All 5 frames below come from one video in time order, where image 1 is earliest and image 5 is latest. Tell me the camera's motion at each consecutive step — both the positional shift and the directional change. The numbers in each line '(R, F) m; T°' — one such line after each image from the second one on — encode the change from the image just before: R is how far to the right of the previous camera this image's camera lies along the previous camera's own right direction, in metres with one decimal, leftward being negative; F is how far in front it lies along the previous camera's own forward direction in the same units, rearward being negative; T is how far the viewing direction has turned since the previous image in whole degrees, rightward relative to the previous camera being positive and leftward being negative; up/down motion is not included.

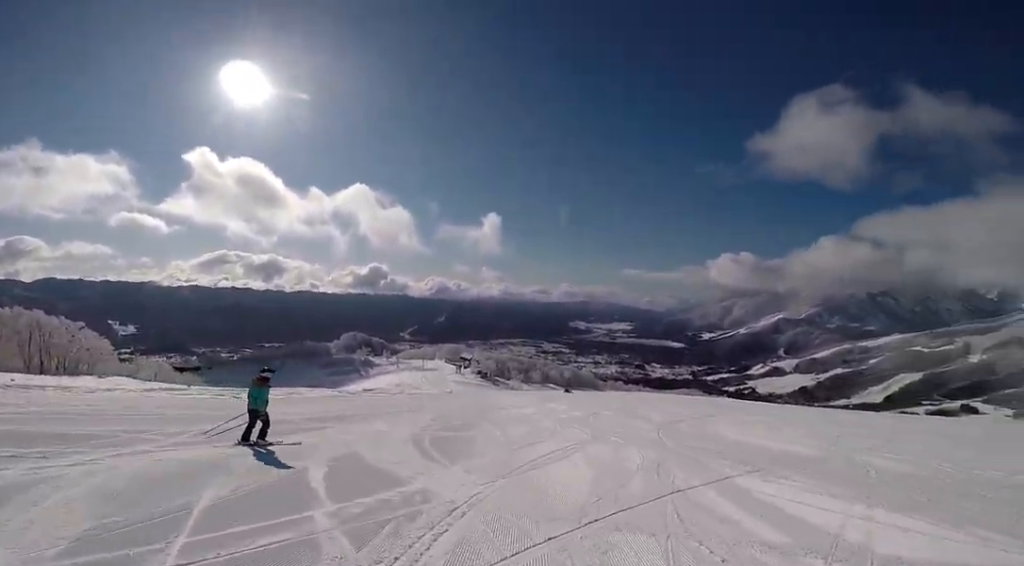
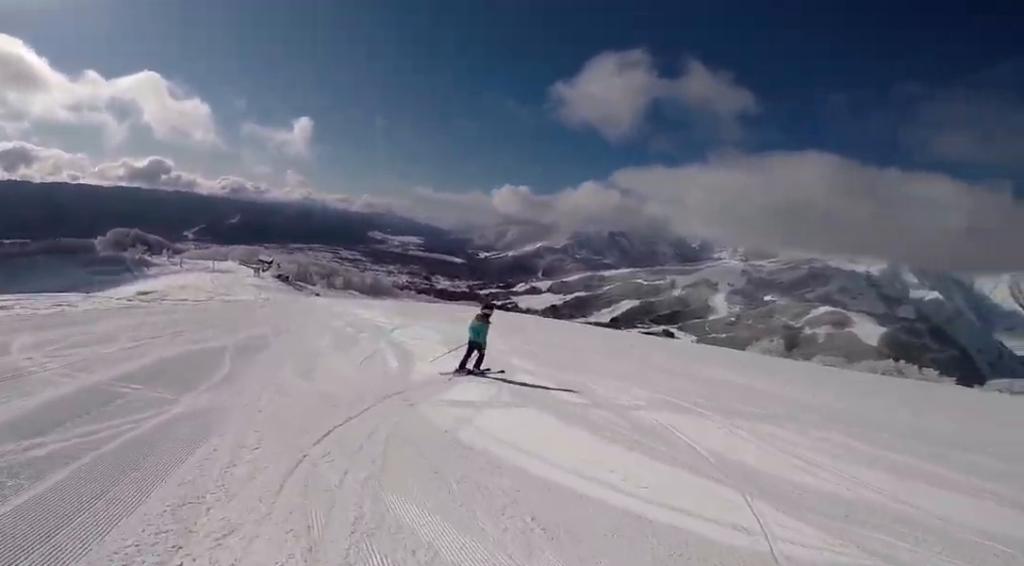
(+4.2, +5.6) m; +57°
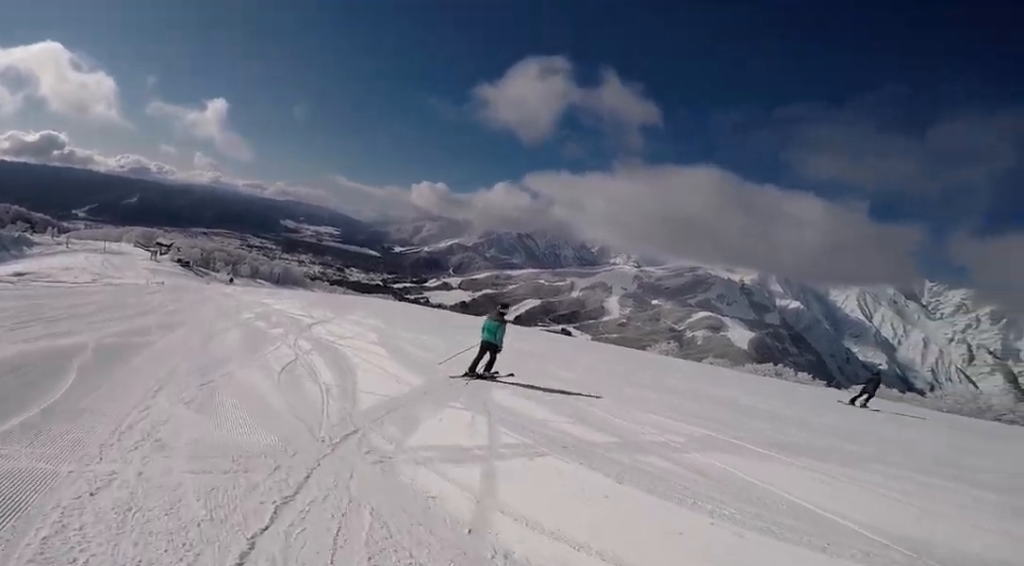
(0.0, +2.5) m; +3°
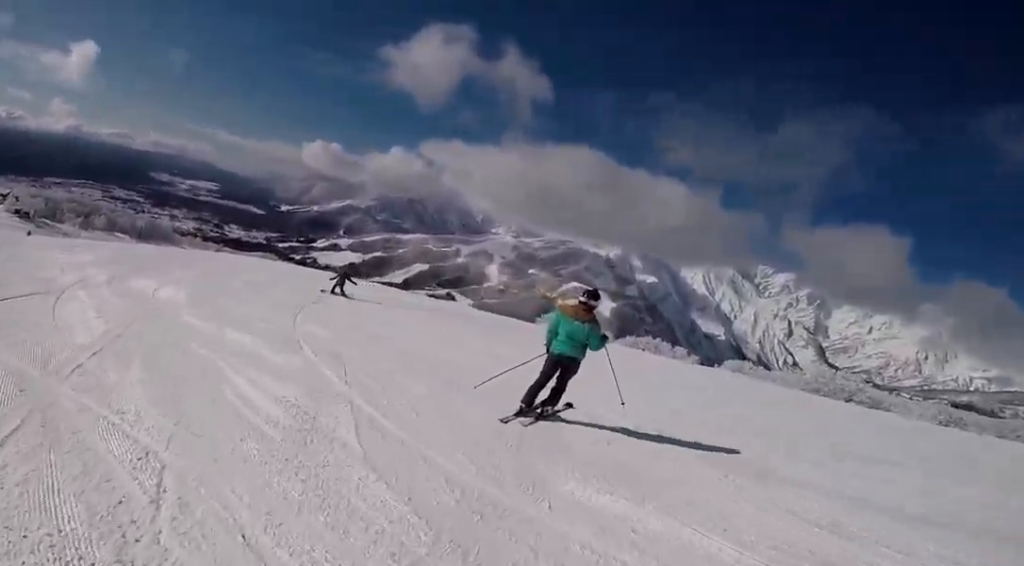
(+1.9, +7.9) m; +9°
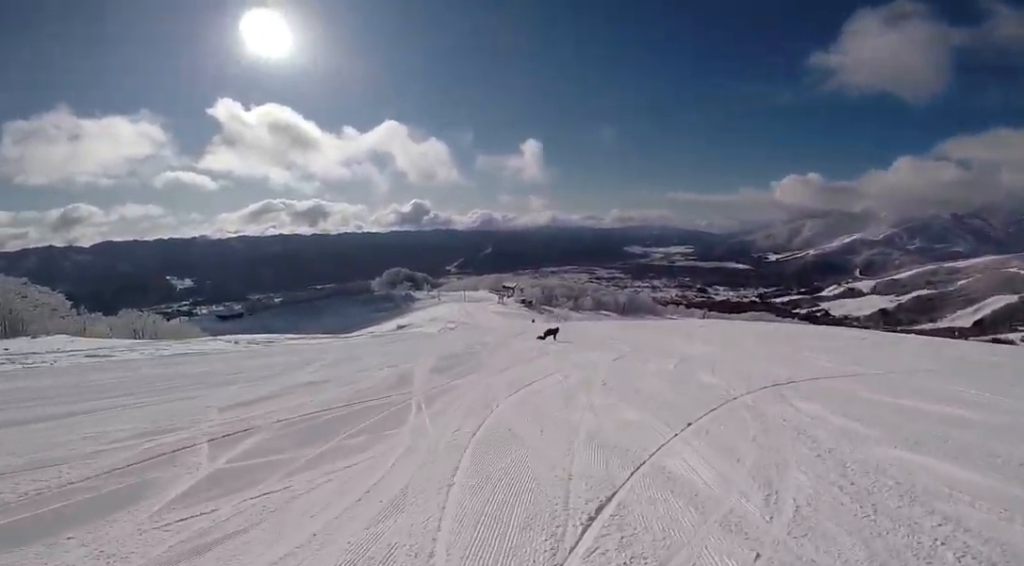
(-1.5, +5.5) m; -29°
